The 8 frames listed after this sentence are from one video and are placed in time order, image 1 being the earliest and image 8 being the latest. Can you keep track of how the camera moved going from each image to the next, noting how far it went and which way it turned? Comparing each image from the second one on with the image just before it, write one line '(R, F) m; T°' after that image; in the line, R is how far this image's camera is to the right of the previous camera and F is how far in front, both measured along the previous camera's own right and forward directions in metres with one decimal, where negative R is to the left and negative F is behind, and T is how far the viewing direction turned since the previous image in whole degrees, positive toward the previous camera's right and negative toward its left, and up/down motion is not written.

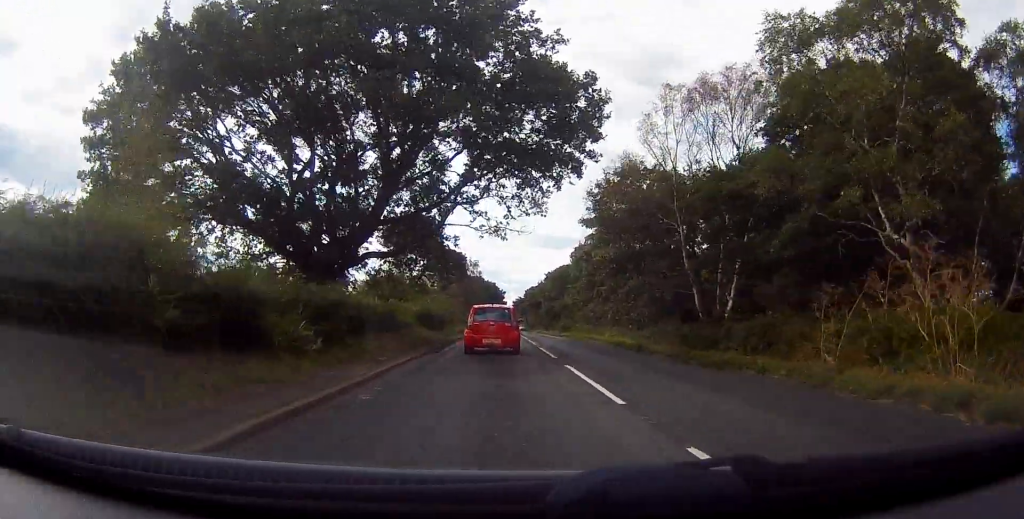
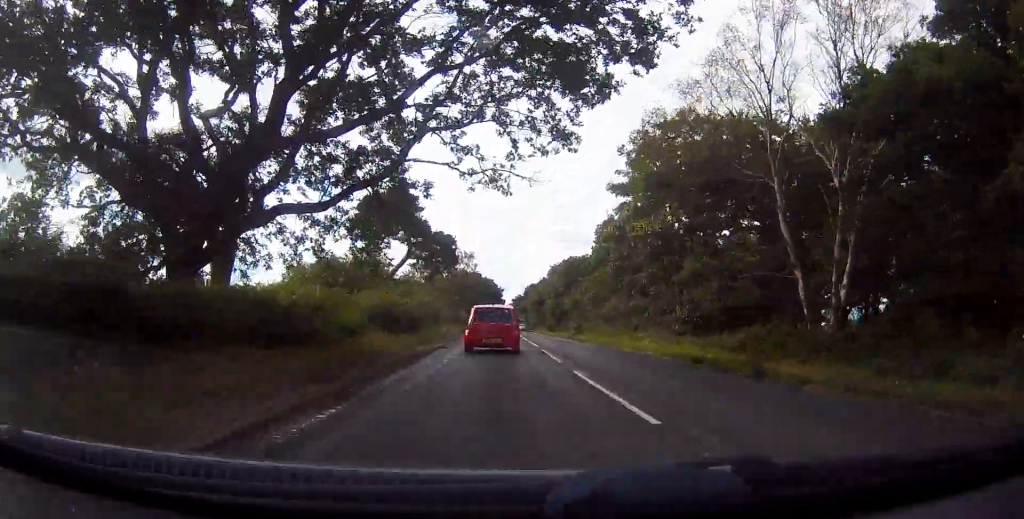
(0.0, +11.5) m; 0°
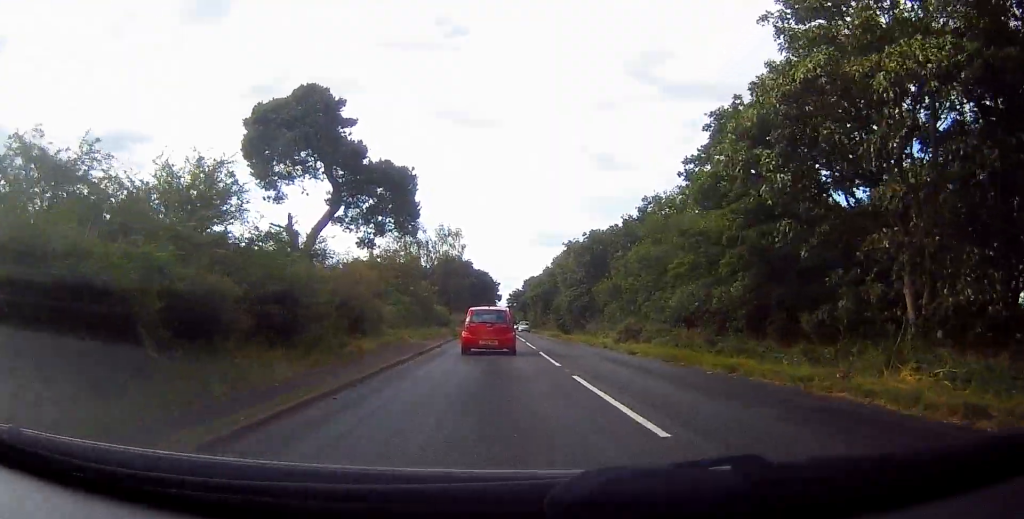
(0.0, +20.1) m; 0°
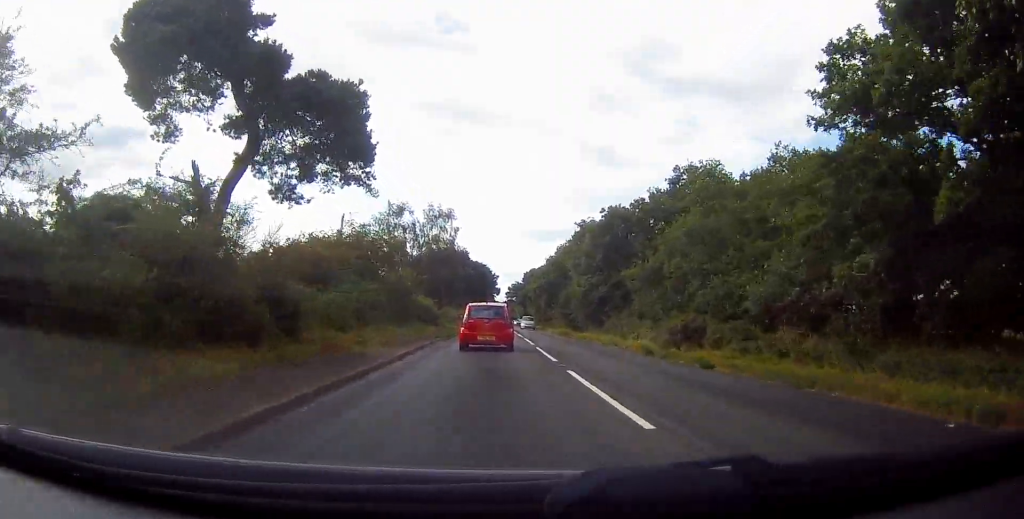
(0.0, +9.3) m; 0°
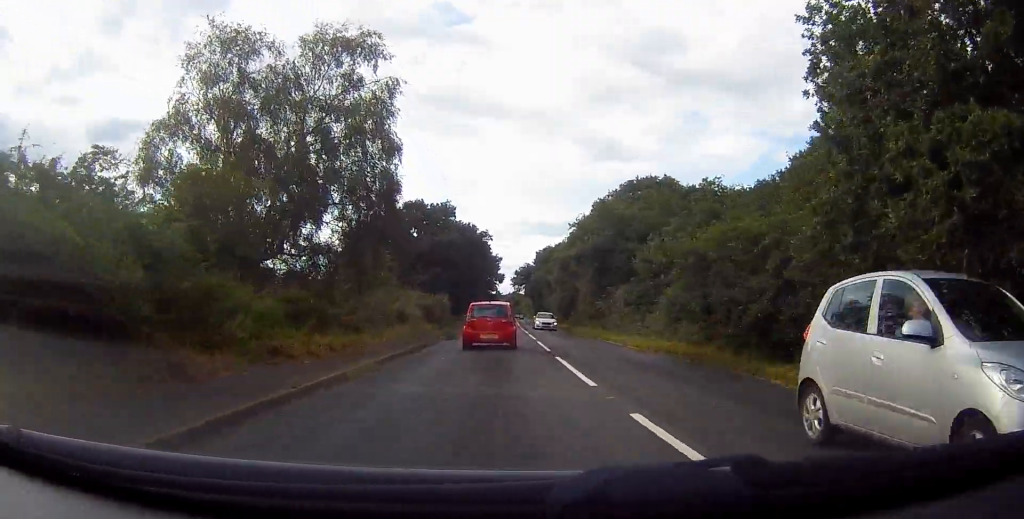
(0.0, +35.3) m; 0°
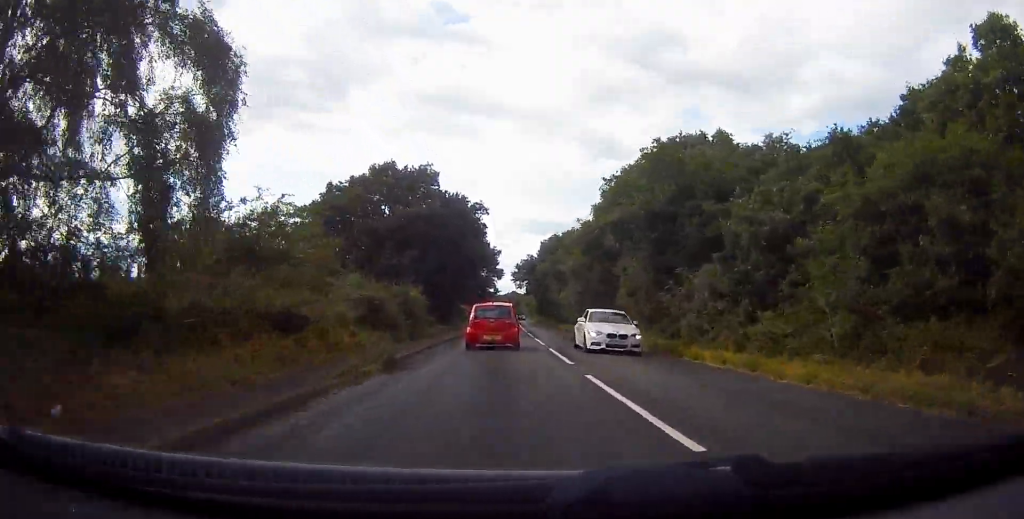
(0.0, +14.8) m; +1°
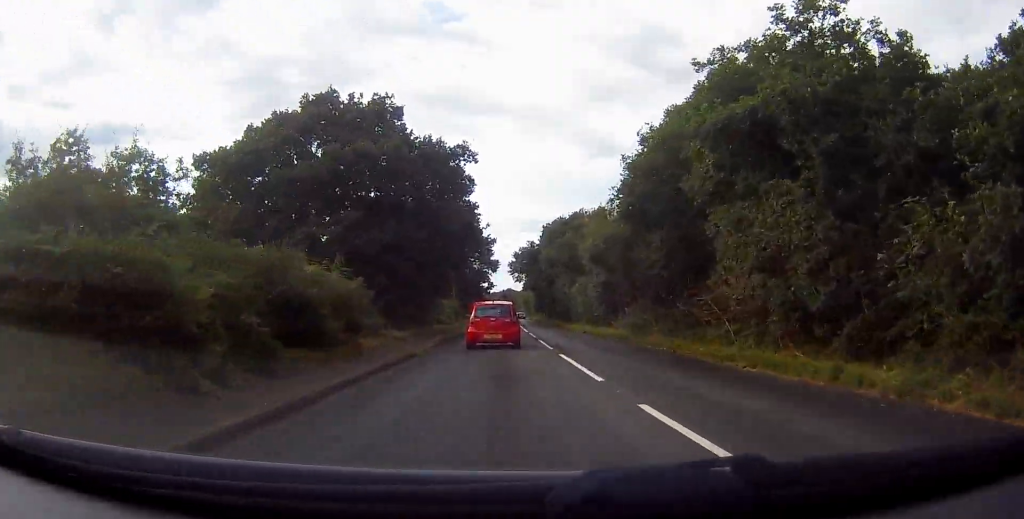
(+0.1, +14.1) m; +1°
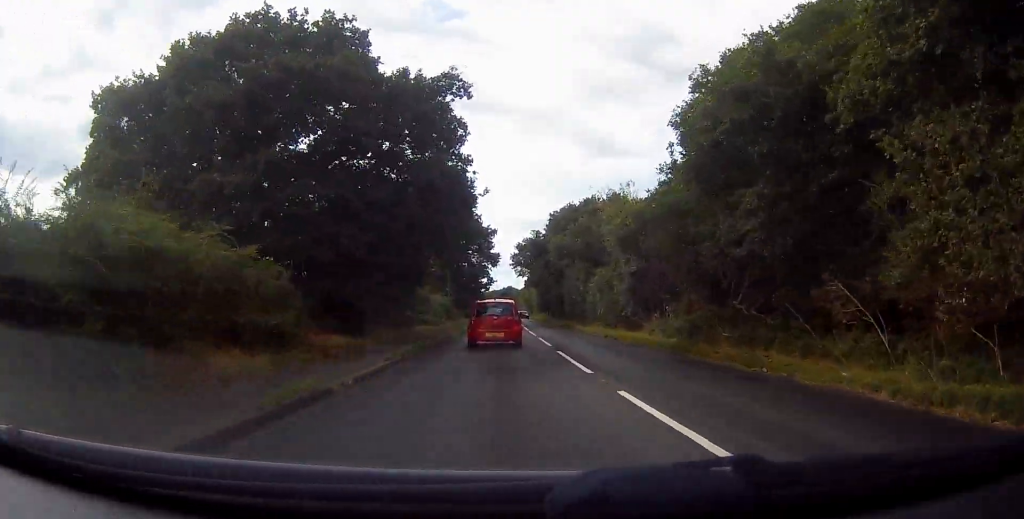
(+0.2, +8.3) m; 0°
